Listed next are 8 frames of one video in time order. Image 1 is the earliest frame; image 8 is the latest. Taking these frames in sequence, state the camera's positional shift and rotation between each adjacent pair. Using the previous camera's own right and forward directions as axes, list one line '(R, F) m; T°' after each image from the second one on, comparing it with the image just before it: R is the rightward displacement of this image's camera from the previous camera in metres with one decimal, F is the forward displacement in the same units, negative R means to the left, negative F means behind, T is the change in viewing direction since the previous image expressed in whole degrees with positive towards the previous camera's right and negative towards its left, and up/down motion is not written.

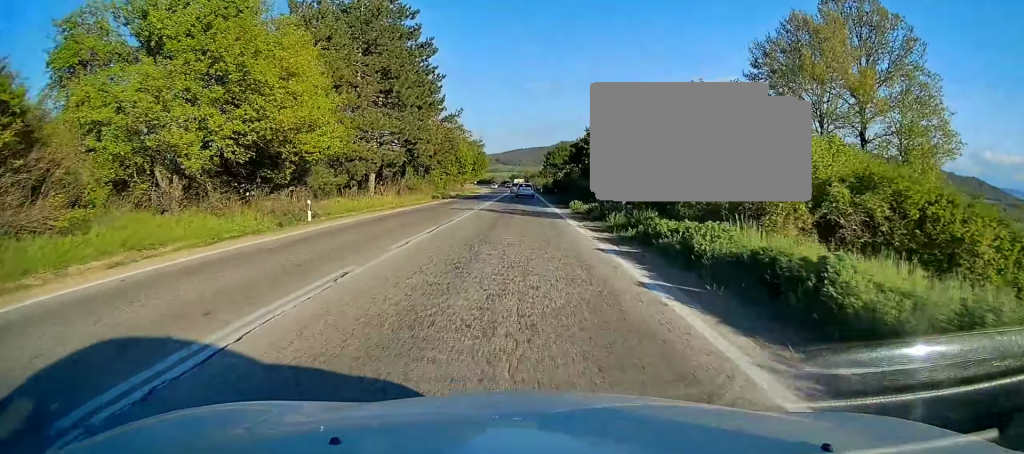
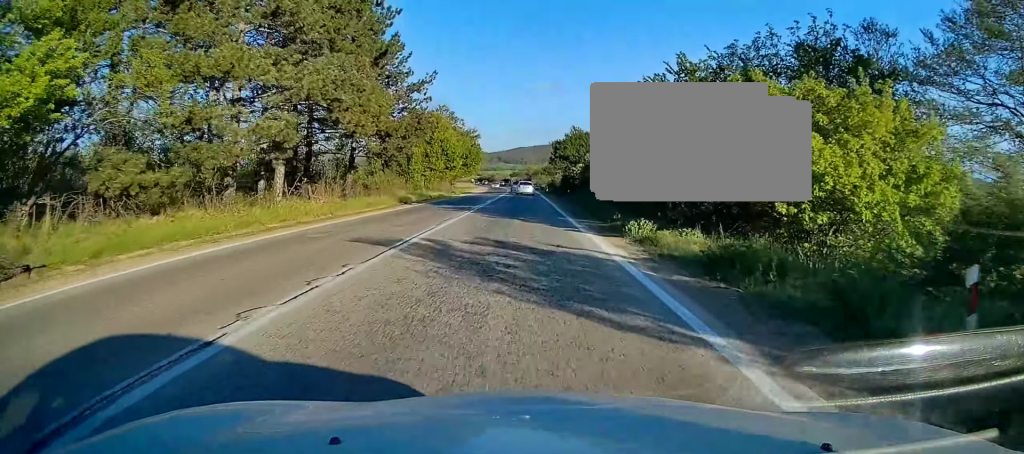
(+0.1, +18.5) m; 0°
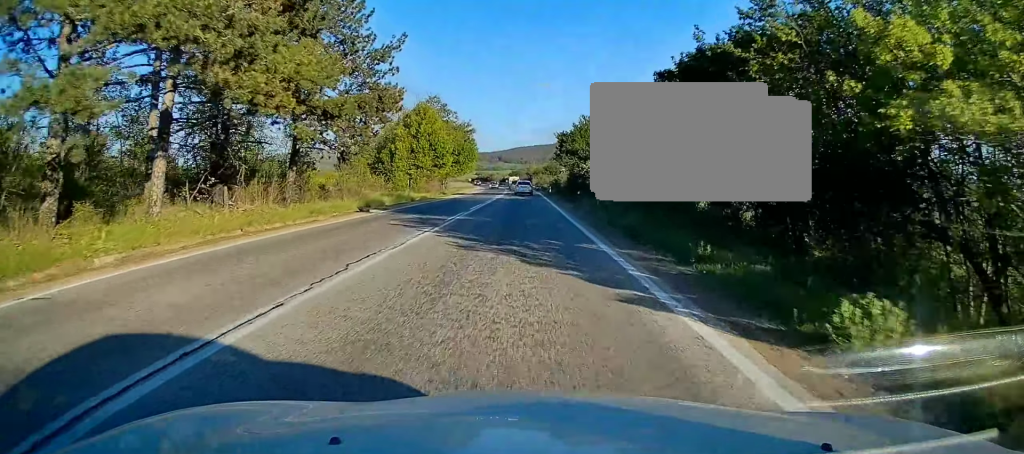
(-0.2, +10.4) m; 0°
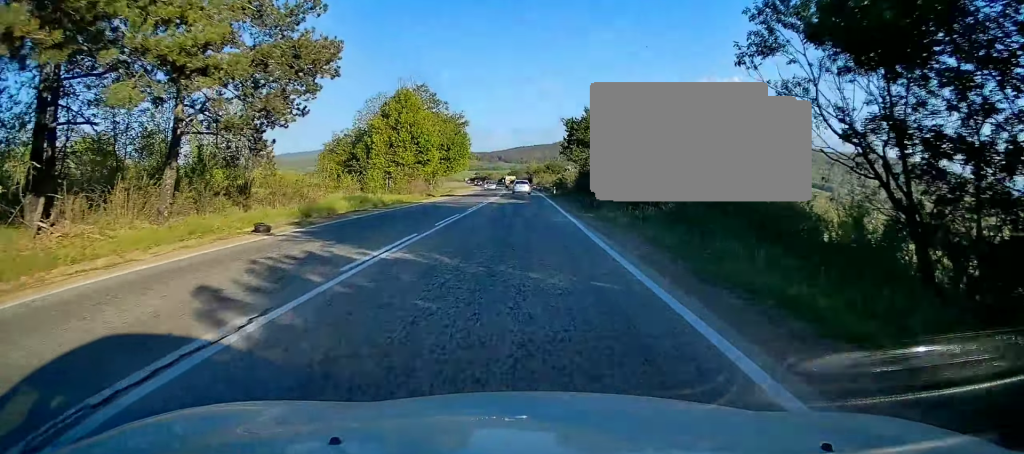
(-0.1, +11.2) m; 0°
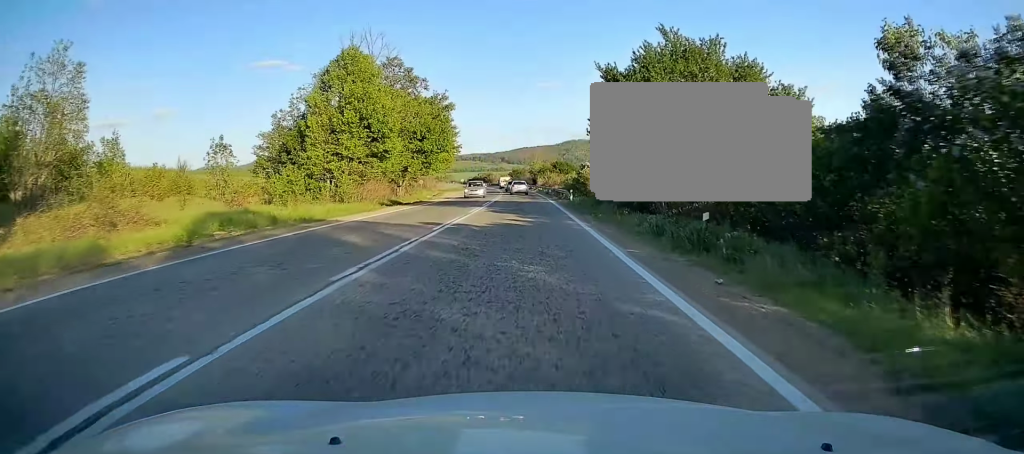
(+0.2, +19.4) m; +1°
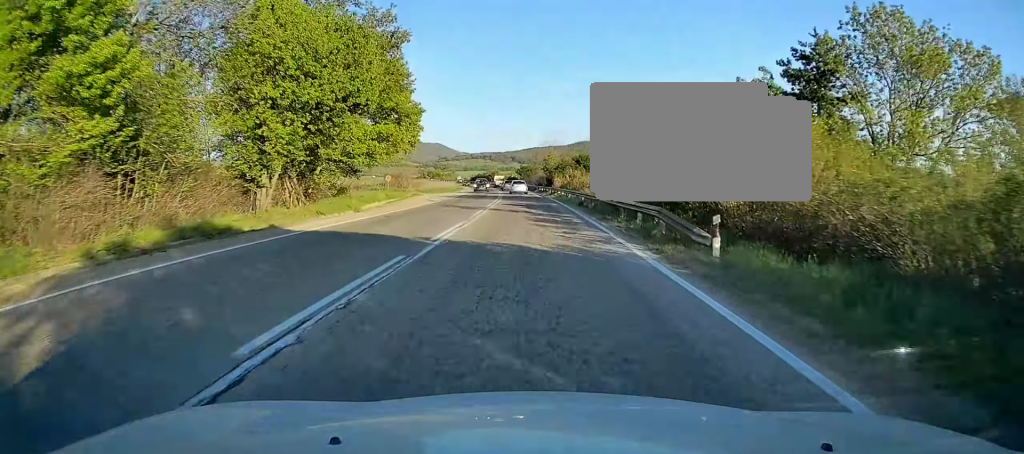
(-0.3, +30.6) m; -2°
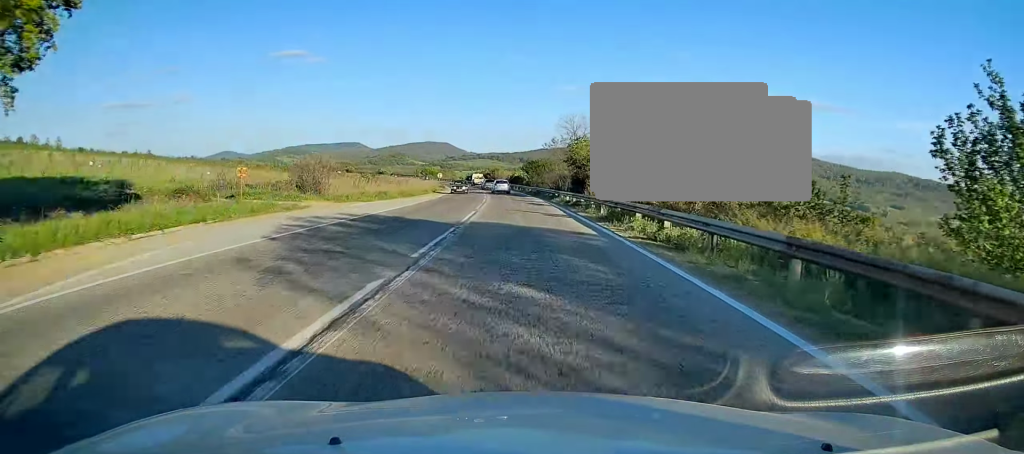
(-0.4, +38.1) m; -1°
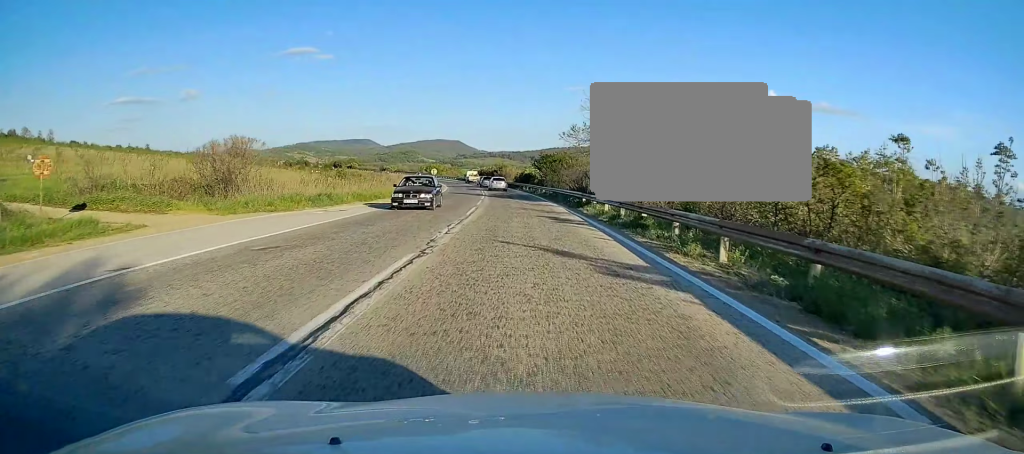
(0.0, +15.8) m; 0°
